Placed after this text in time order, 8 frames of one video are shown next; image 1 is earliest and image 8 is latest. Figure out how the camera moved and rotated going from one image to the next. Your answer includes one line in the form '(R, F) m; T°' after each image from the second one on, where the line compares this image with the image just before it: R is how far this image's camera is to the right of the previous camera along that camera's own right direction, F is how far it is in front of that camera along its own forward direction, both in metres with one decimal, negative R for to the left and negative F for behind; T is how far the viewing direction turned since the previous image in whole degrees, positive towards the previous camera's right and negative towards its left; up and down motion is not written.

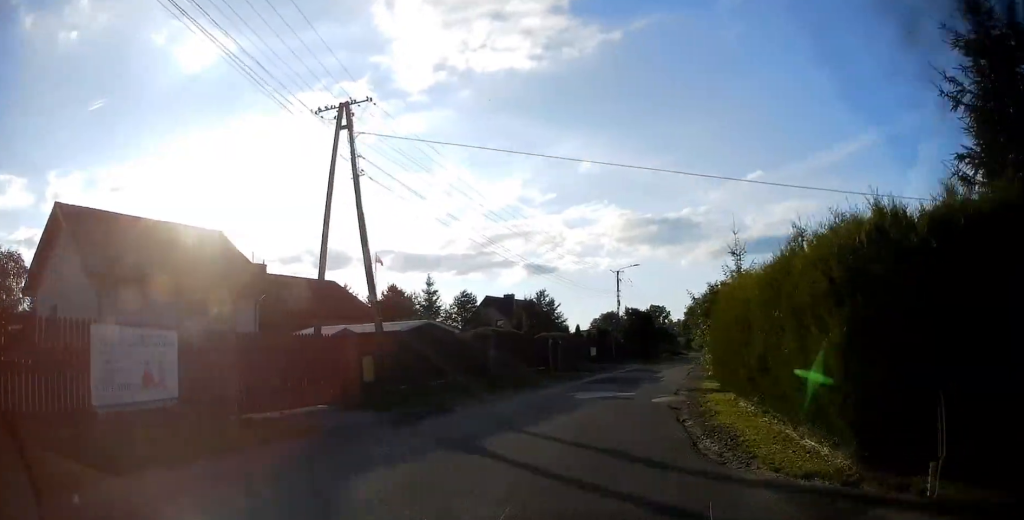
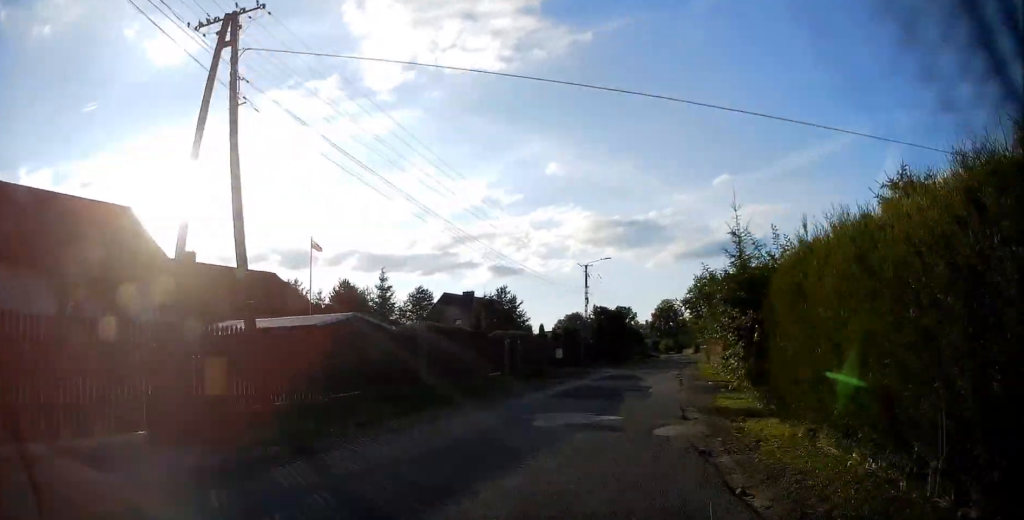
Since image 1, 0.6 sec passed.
(0.0, +5.8) m; +3°
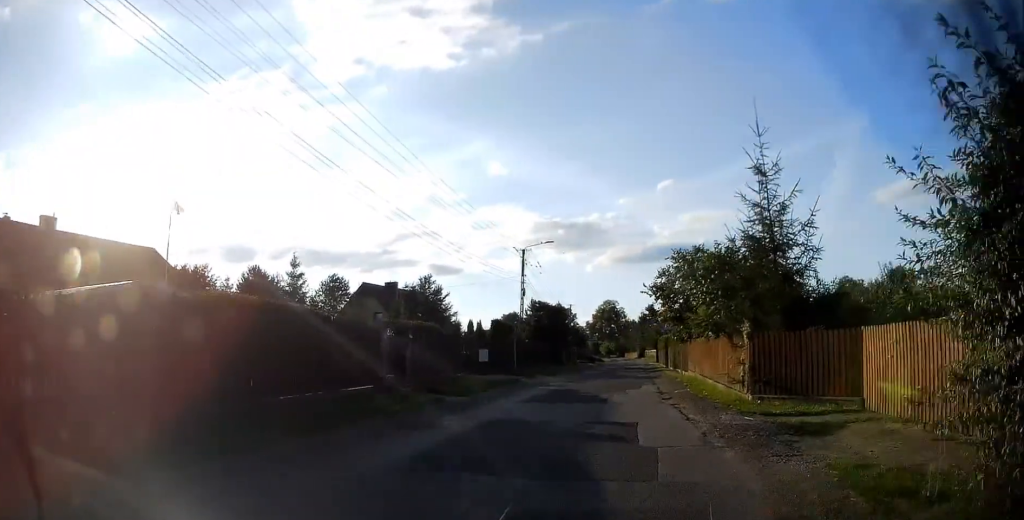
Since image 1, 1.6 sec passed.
(+0.6, +9.4) m; +5°
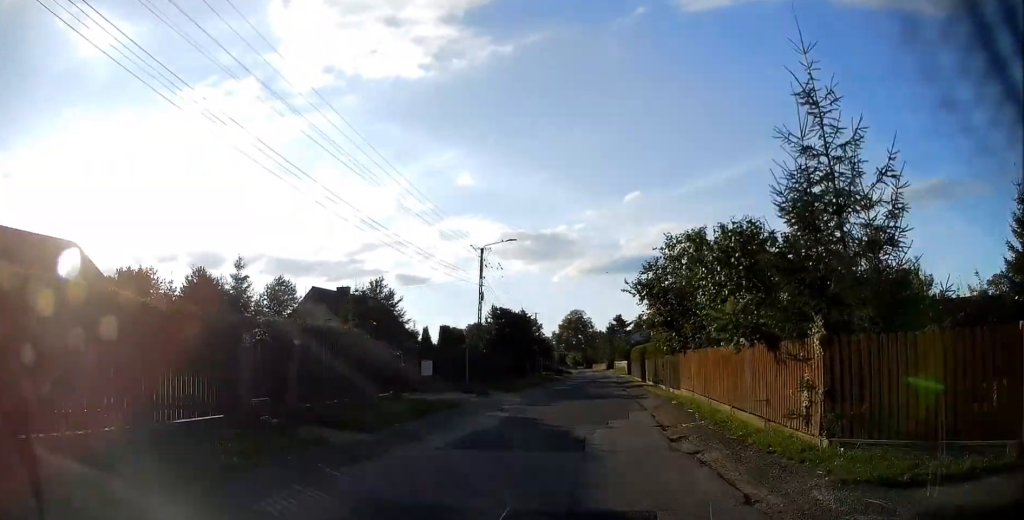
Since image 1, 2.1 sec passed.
(+0.1, +5.0) m; +1°
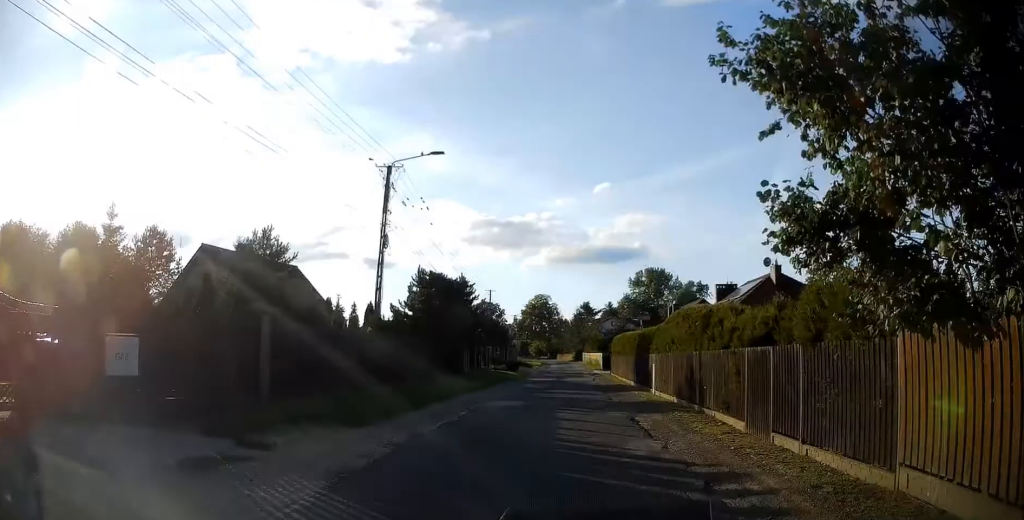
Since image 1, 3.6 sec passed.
(+0.3, +13.4) m; +1°
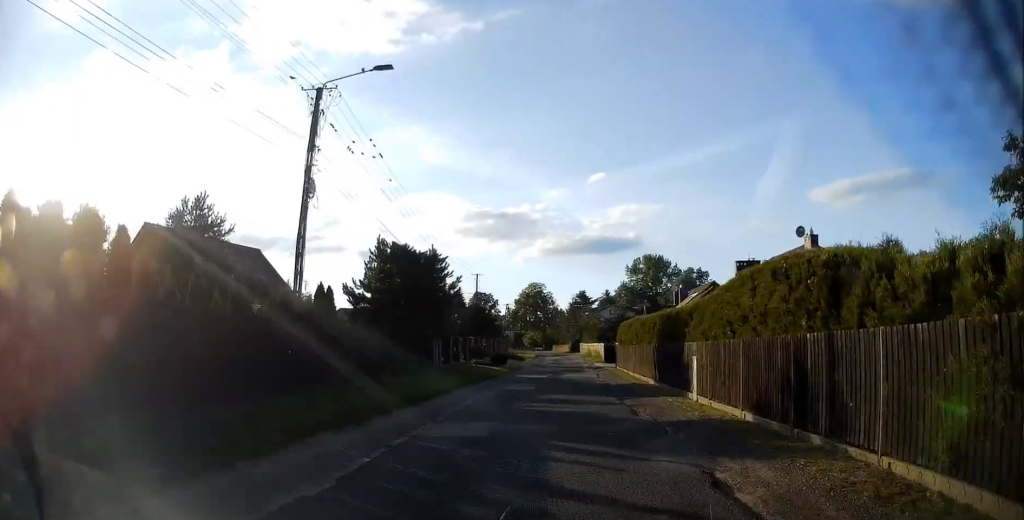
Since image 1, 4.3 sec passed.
(-0.1, +6.0) m; 0°
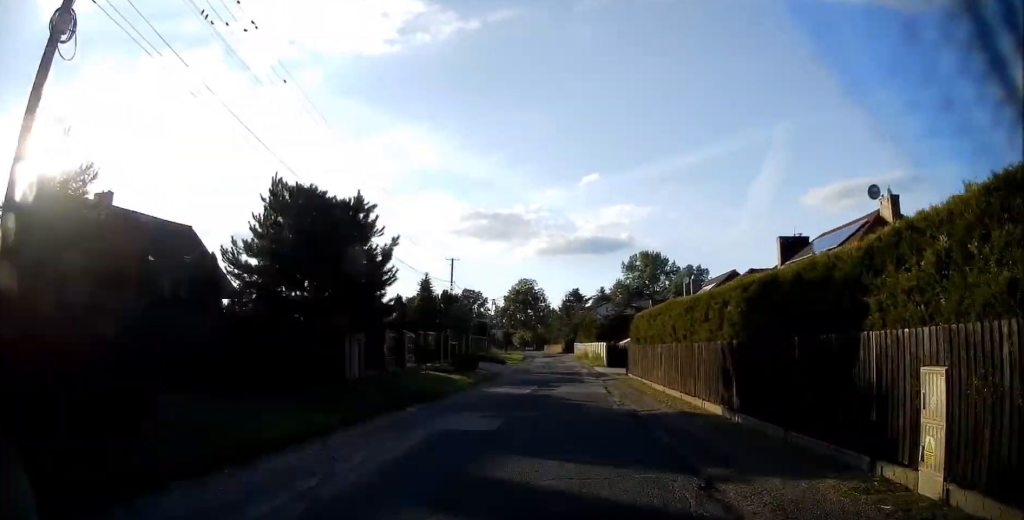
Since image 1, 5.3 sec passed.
(+0.1, +8.2) m; +1°
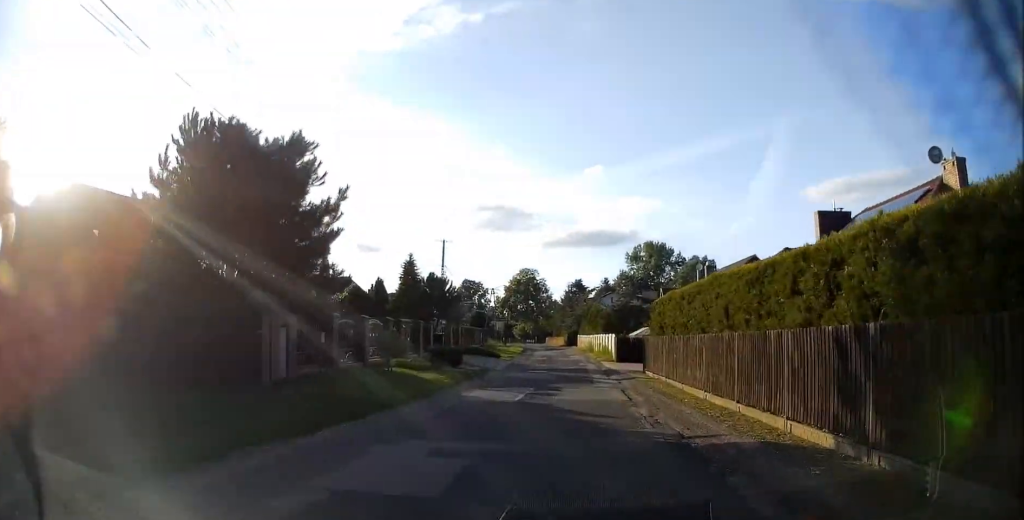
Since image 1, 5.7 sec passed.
(0.0, +4.7) m; 0°
